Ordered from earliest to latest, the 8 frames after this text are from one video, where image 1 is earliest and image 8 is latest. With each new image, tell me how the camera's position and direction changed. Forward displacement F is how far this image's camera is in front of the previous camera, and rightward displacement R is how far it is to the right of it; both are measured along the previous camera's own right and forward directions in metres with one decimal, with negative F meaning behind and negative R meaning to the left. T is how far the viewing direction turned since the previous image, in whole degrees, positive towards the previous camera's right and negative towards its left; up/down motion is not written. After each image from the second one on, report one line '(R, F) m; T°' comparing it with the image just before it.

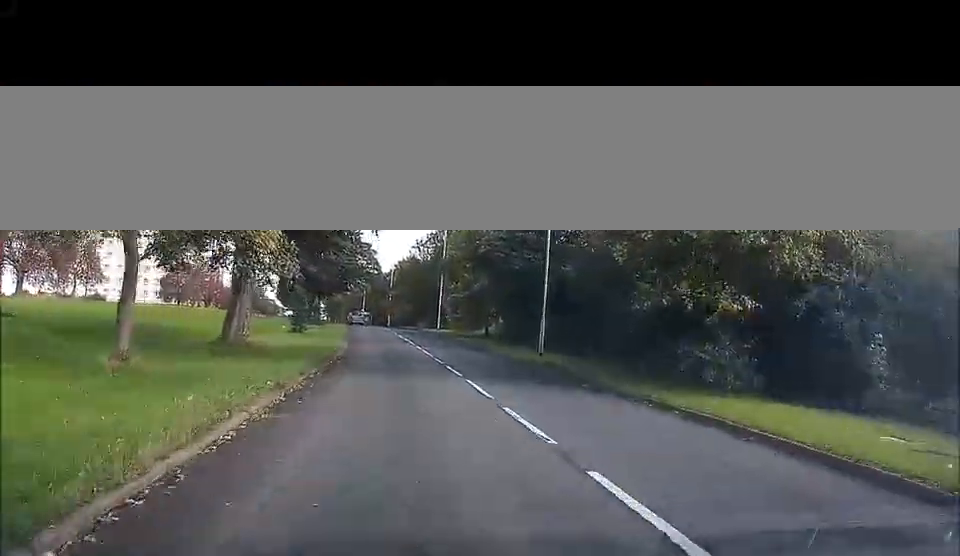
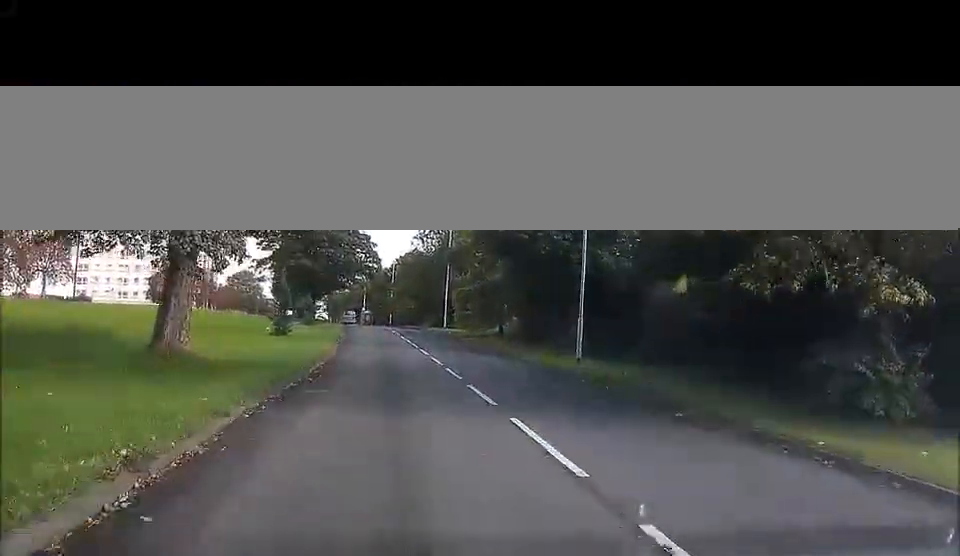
(0.0, +8.2) m; -1°
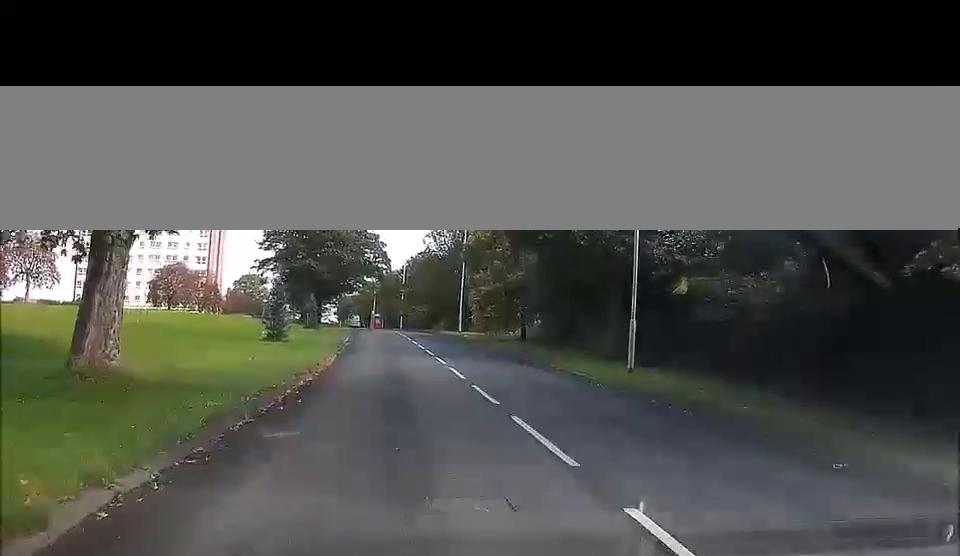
(+0.1, +5.8) m; -1°
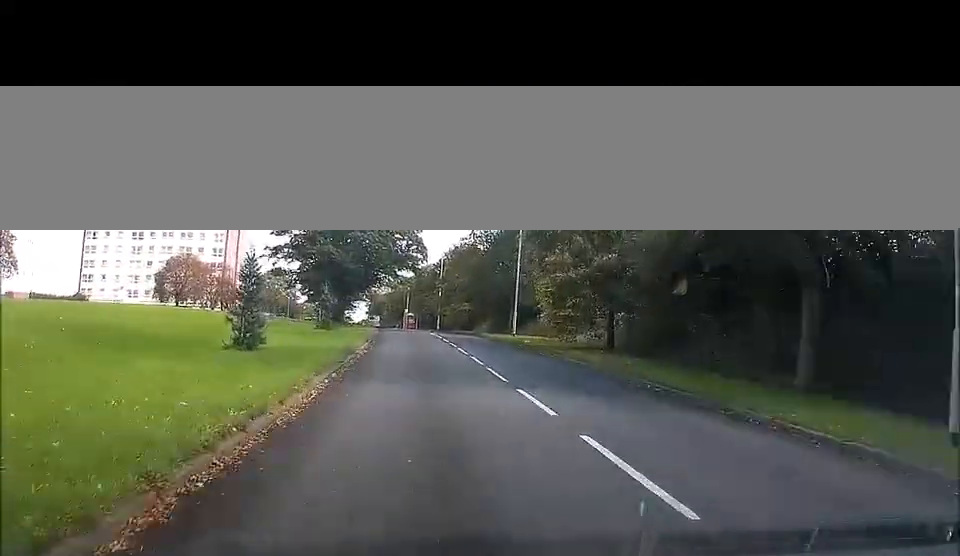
(-0.3, +14.3) m; +1°
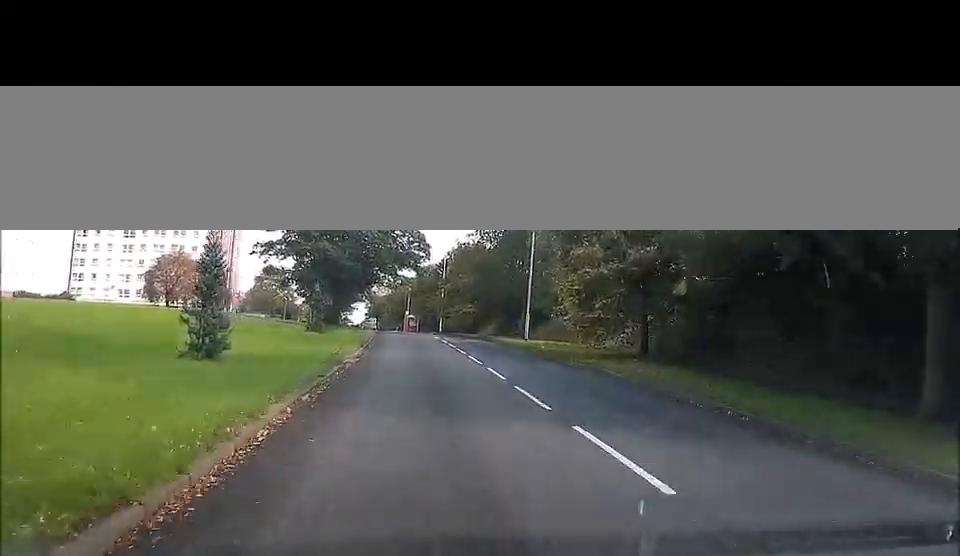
(+0.1, +5.2) m; +2°
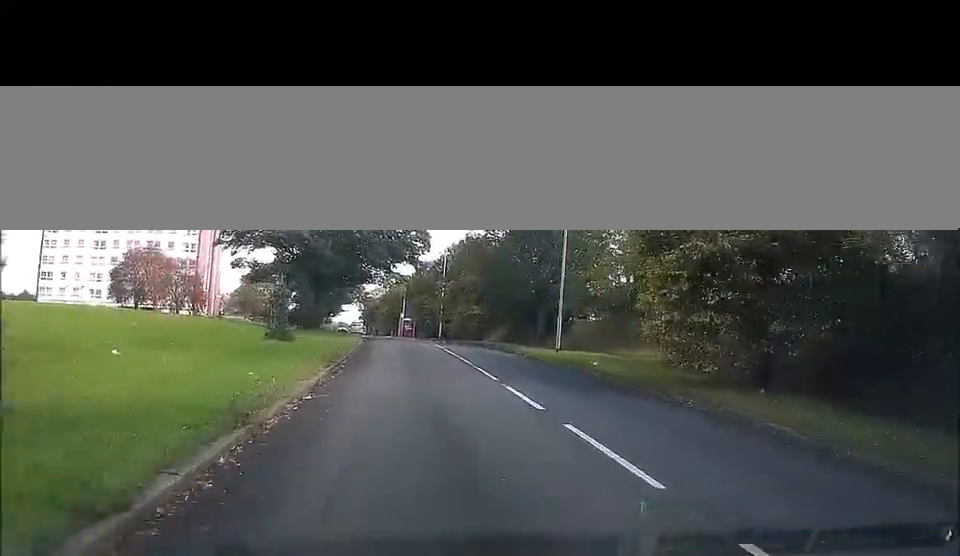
(+0.4, +11.3) m; +1°
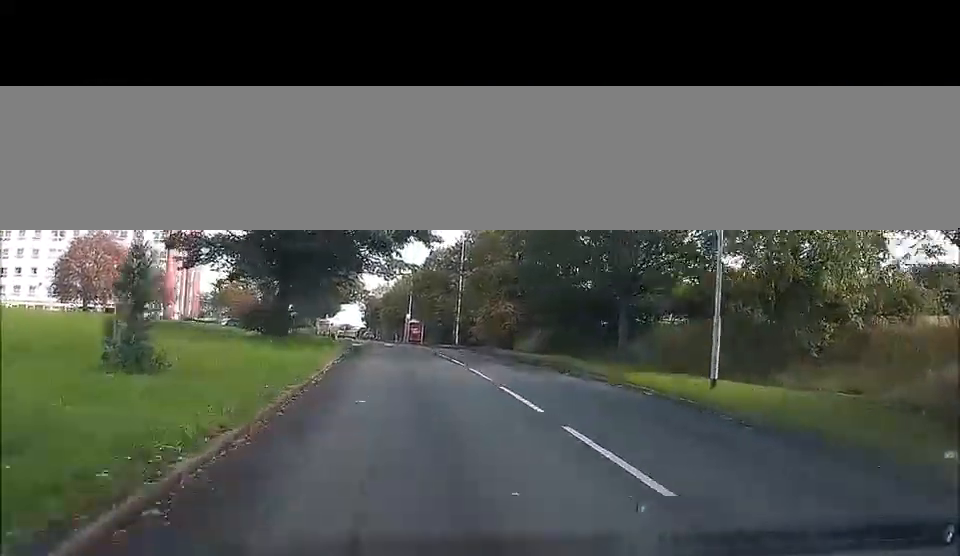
(-0.5, +18.1) m; -2°
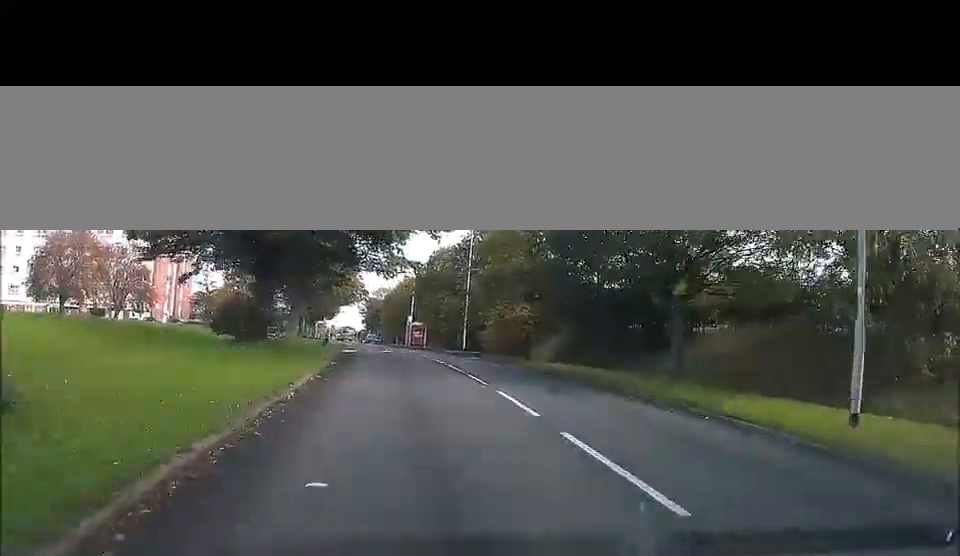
(0.0, +6.2) m; 0°
